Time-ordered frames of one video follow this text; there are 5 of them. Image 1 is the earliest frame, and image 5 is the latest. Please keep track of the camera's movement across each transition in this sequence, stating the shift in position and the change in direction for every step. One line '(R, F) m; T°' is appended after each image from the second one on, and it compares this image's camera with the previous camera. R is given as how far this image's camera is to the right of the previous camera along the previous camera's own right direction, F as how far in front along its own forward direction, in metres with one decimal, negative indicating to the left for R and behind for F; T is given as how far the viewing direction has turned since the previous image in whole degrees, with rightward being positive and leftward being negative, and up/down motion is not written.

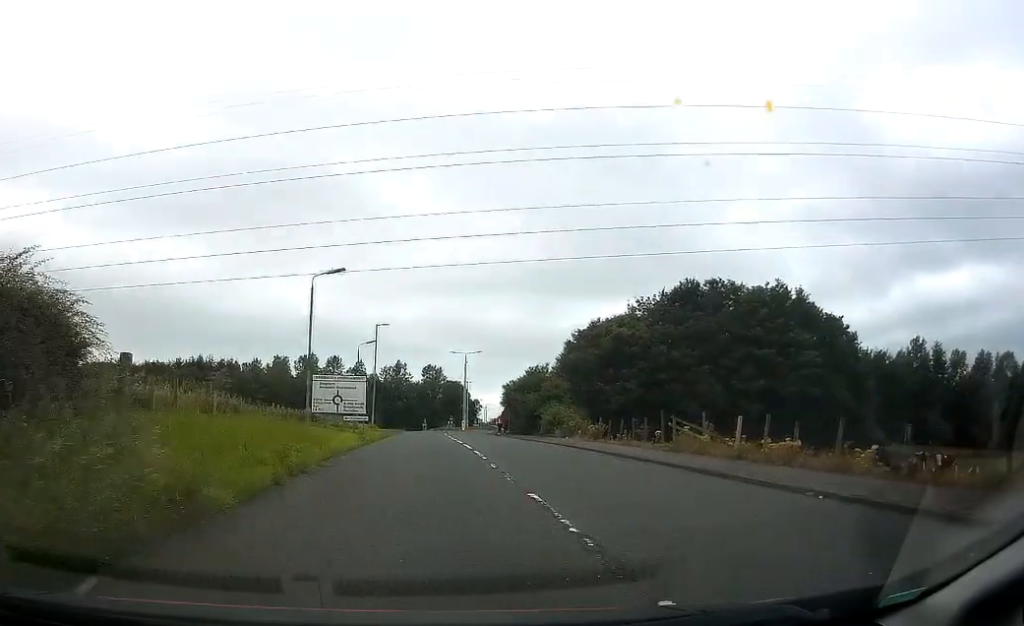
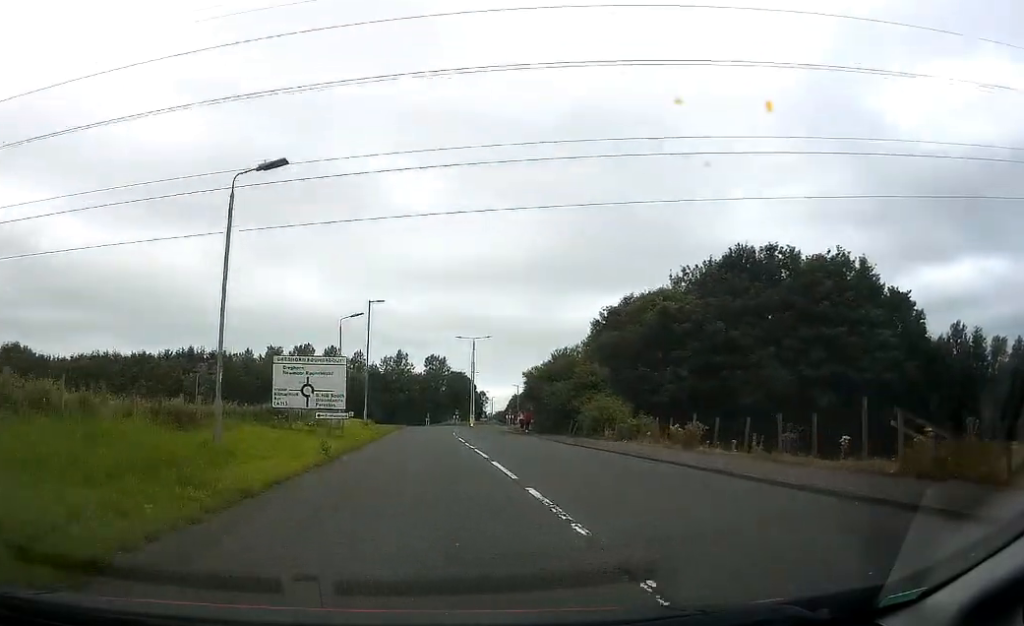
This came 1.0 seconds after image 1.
(0.0, +11.5) m; 0°
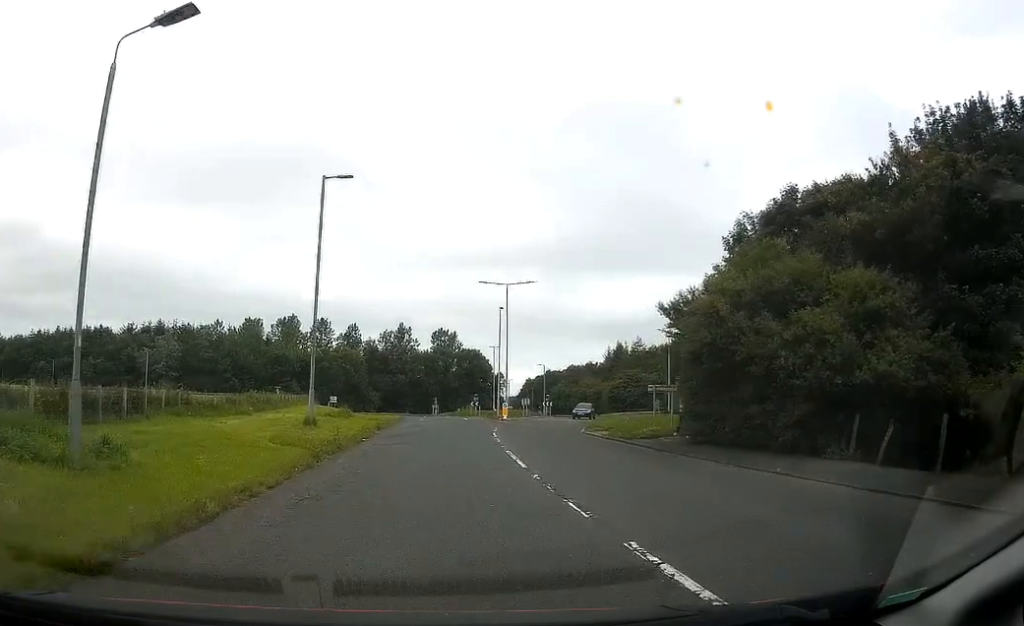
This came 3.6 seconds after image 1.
(-0.1, +28.6) m; 0°
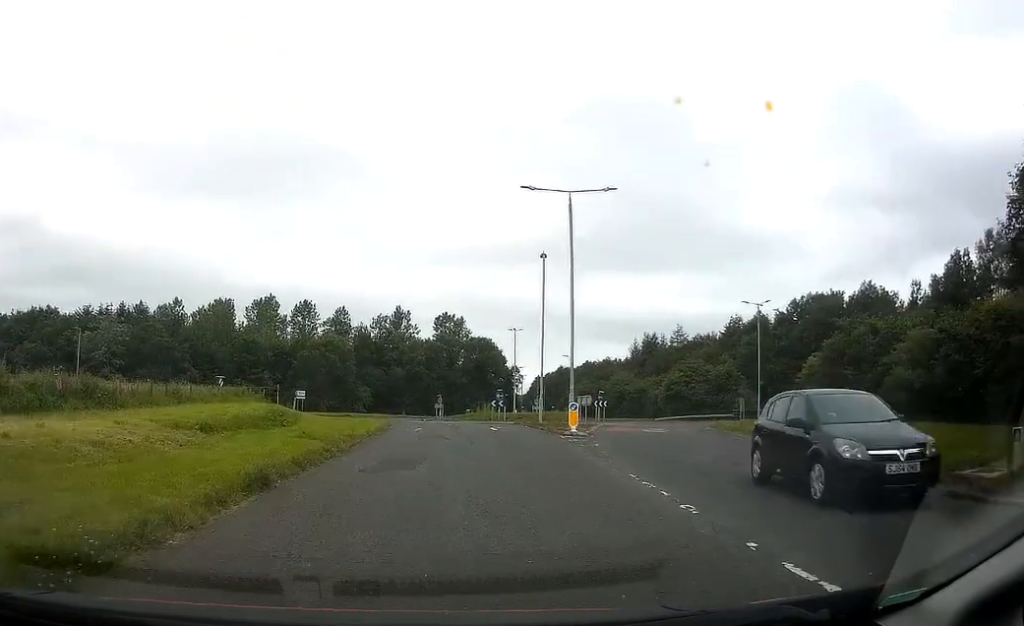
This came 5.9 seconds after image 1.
(+0.1, +23.8) m; +1°
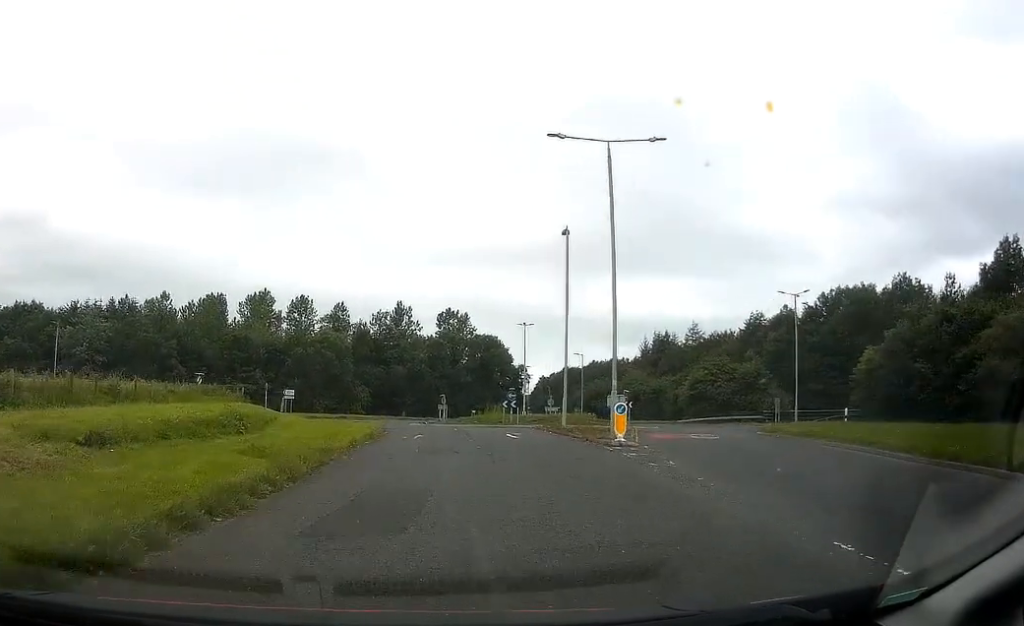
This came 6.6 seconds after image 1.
(+0.1, +6.9) m; -1°
